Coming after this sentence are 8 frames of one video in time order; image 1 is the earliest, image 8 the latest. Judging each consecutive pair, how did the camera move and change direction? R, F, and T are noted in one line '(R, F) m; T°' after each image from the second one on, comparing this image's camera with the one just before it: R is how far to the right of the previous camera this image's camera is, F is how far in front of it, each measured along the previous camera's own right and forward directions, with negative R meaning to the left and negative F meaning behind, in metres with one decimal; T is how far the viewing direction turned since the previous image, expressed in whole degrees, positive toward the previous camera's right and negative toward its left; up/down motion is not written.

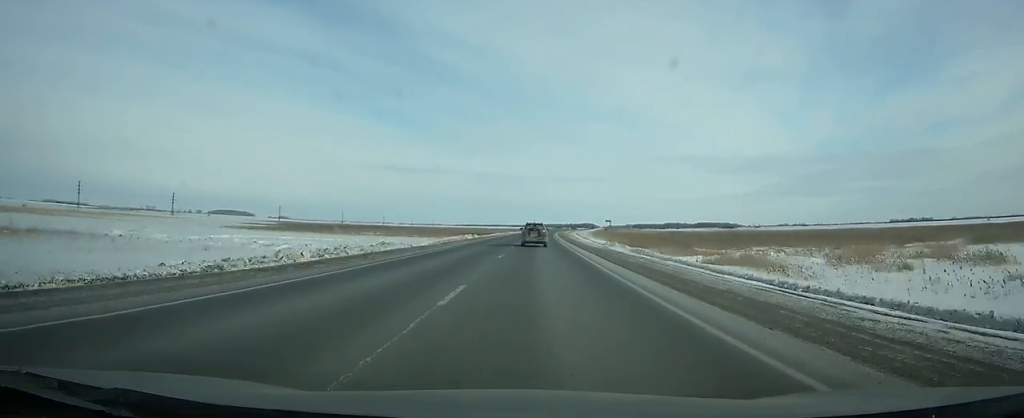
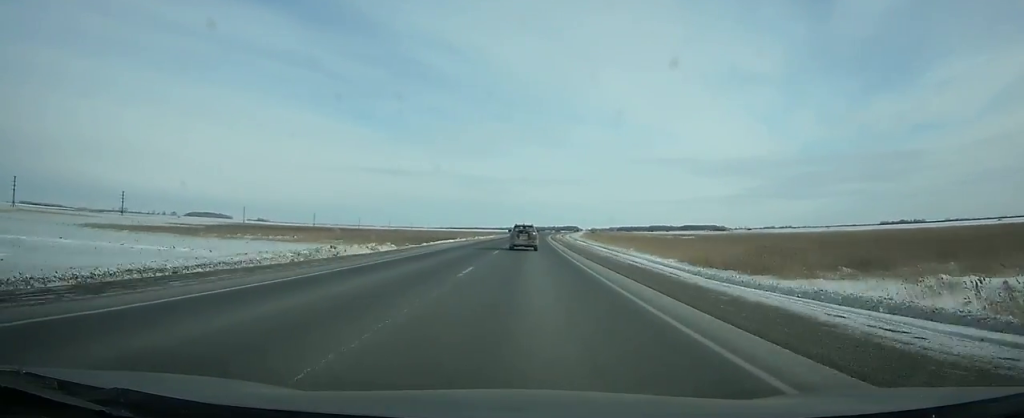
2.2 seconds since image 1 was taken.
(+0.4, +56.9) m; +1°
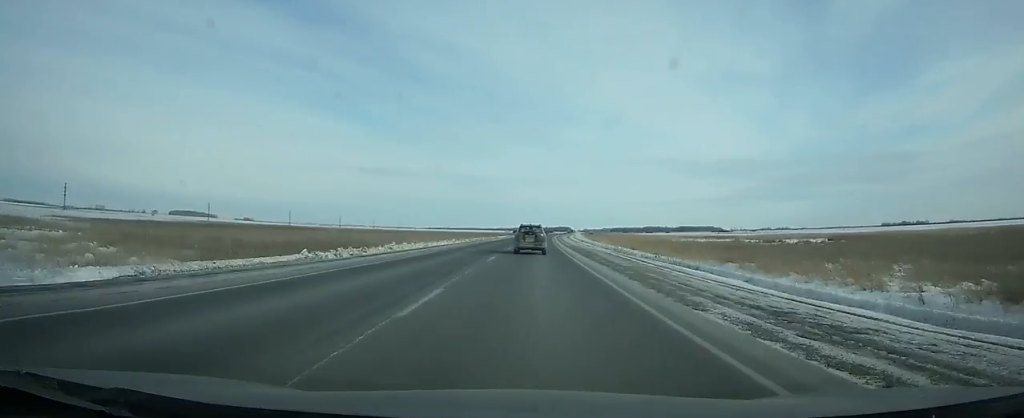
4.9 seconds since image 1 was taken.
(+0.9, +70.8) m; +1°
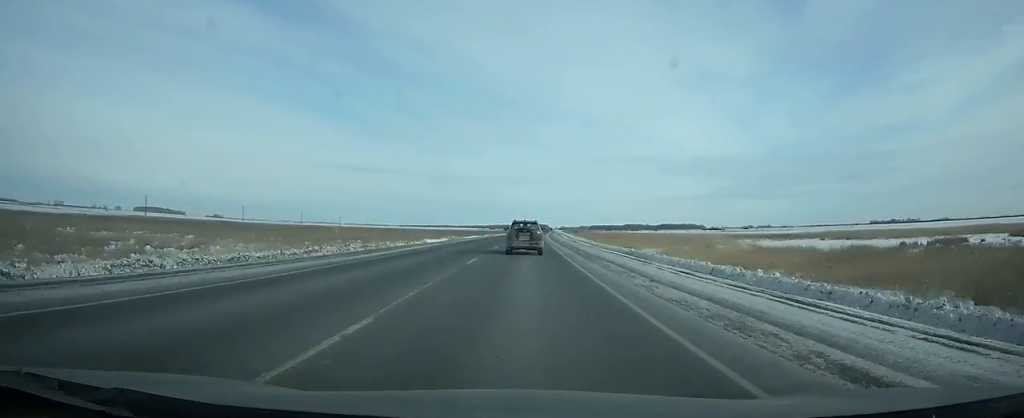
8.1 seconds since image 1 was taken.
(+1.2, +84.1) m; +1°
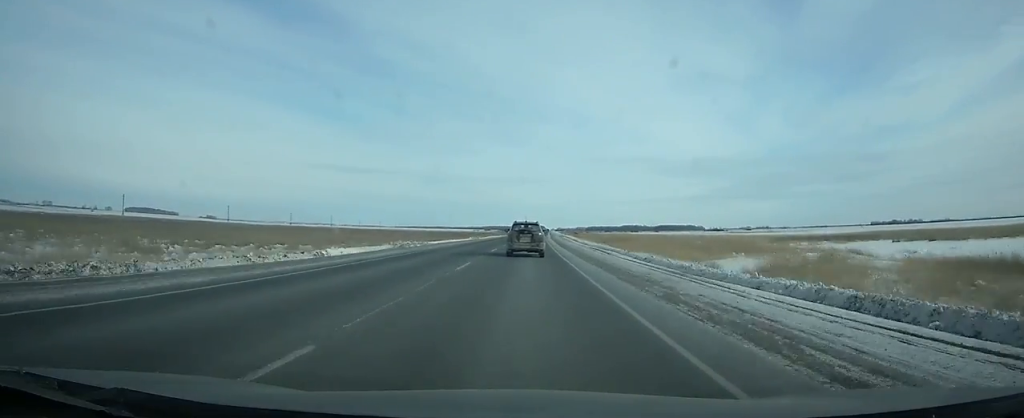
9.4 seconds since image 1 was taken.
(+0.3, +34.0) m; +1°
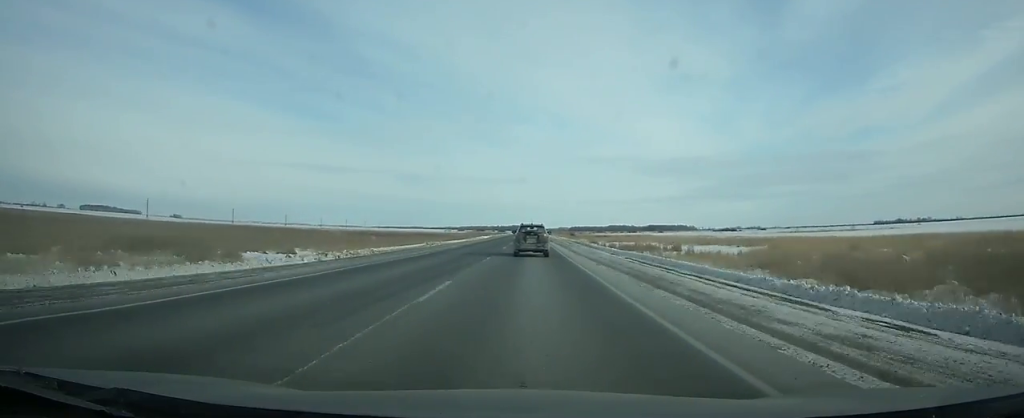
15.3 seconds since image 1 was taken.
(+3.4, +154.3) m; +2°
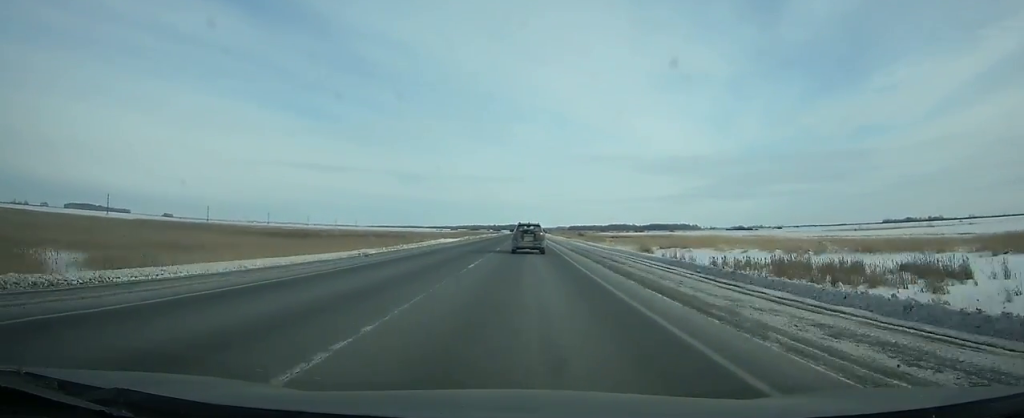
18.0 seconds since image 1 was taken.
(+0.2, +71.2) m; 0°
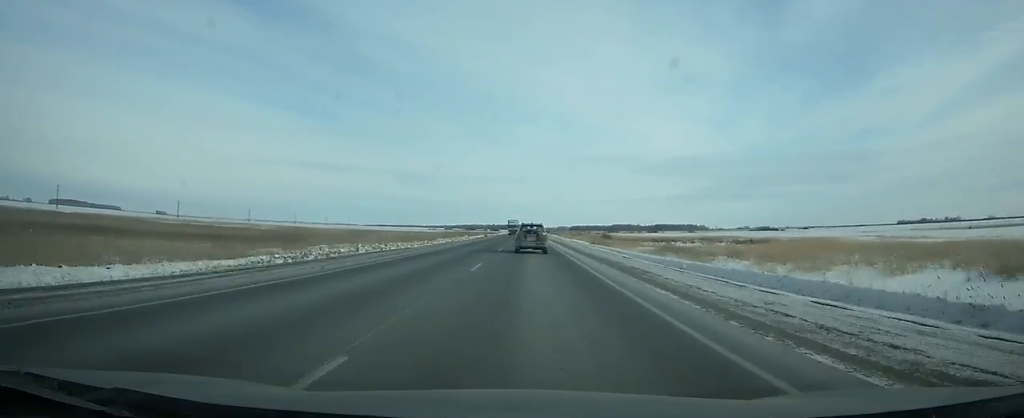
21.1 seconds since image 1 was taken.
(-0.1, +82.8) m; 0°
